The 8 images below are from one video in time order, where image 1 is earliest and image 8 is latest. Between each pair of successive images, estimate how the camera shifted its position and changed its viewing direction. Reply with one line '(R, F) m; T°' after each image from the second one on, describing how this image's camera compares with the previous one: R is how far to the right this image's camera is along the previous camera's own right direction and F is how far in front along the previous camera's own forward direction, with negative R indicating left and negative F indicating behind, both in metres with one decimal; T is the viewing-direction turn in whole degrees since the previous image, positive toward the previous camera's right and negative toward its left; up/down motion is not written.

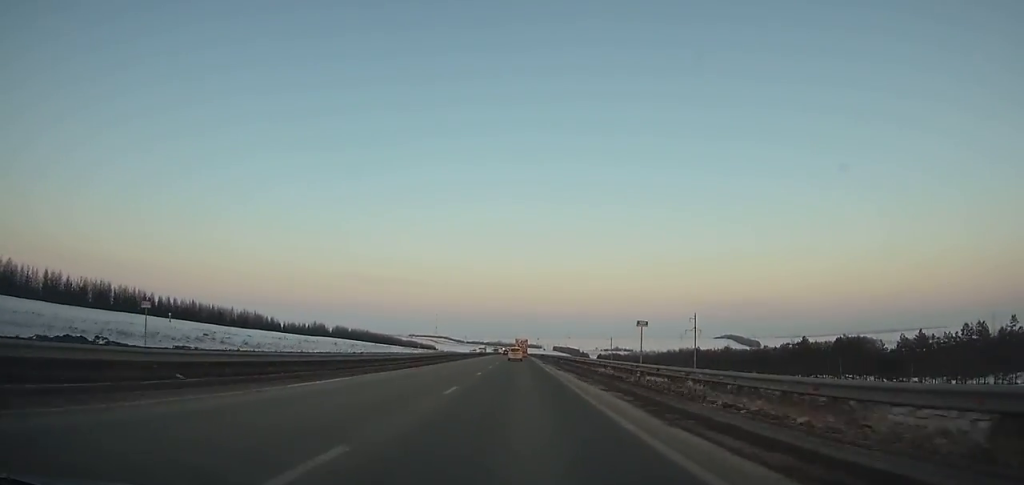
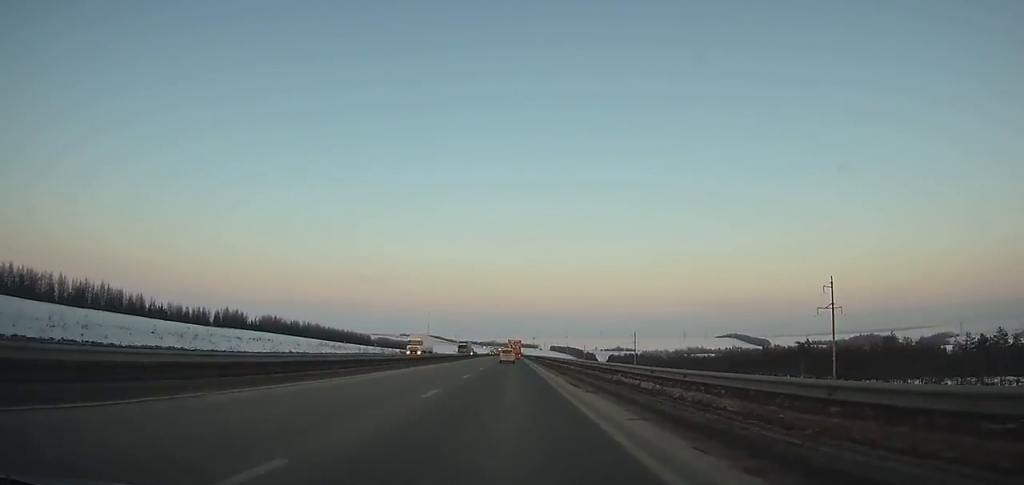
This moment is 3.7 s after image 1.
(+0.2, +97.8) m; 0°
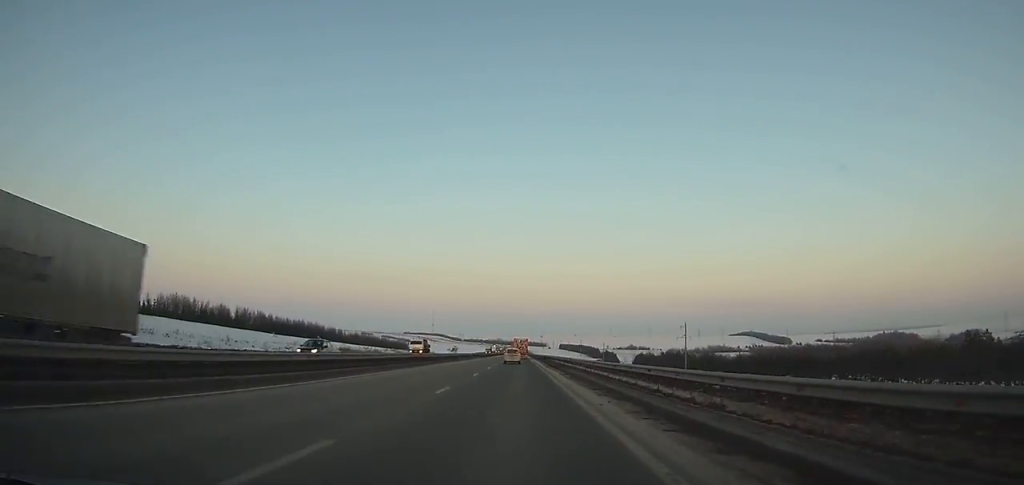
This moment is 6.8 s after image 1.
(-0.3, +81.3) m; 0°
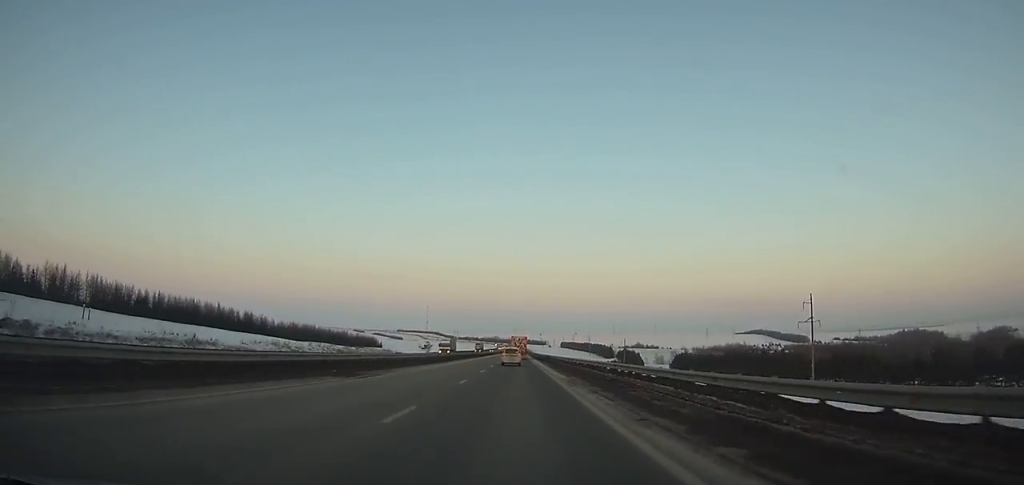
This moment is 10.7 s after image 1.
(0.0, +101.3) m; 0°
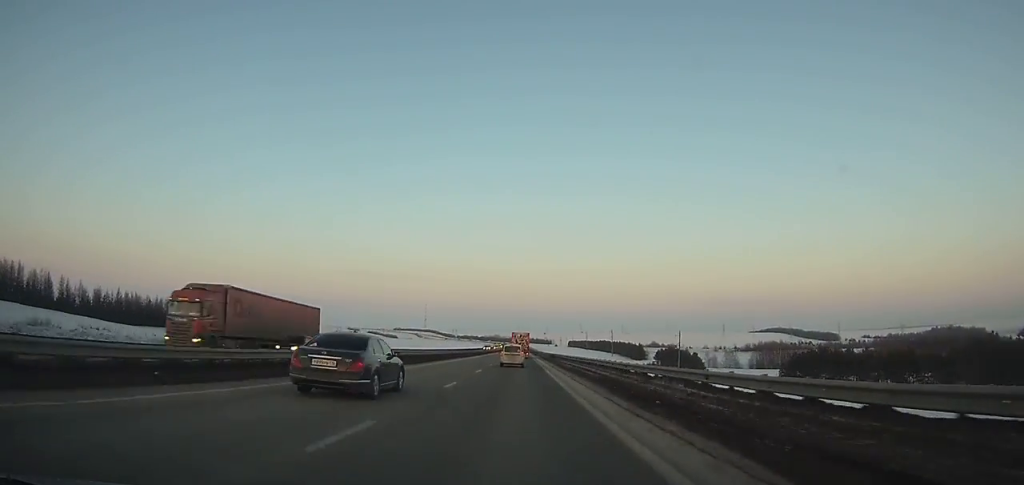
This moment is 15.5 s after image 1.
(0.0, +123.1) m; 0°
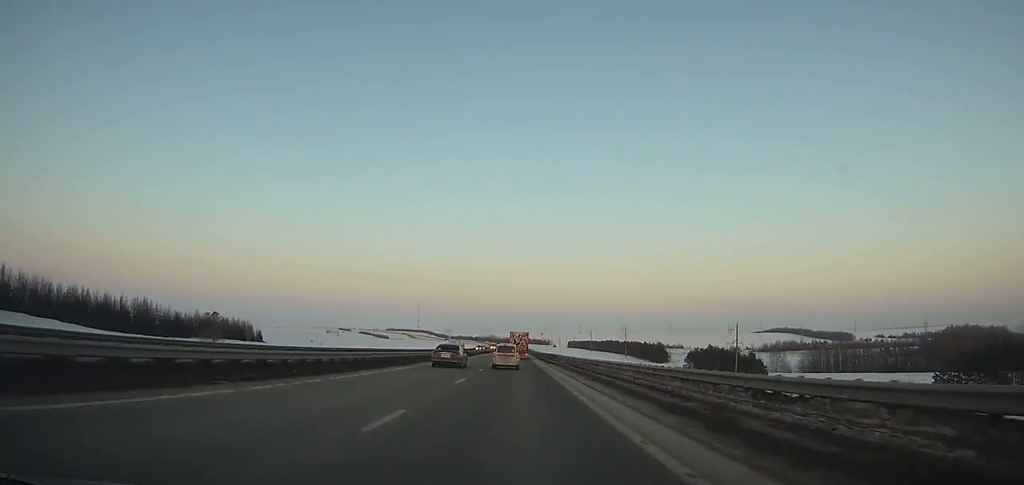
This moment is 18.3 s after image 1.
(+0.2, +71.3) m; 0°
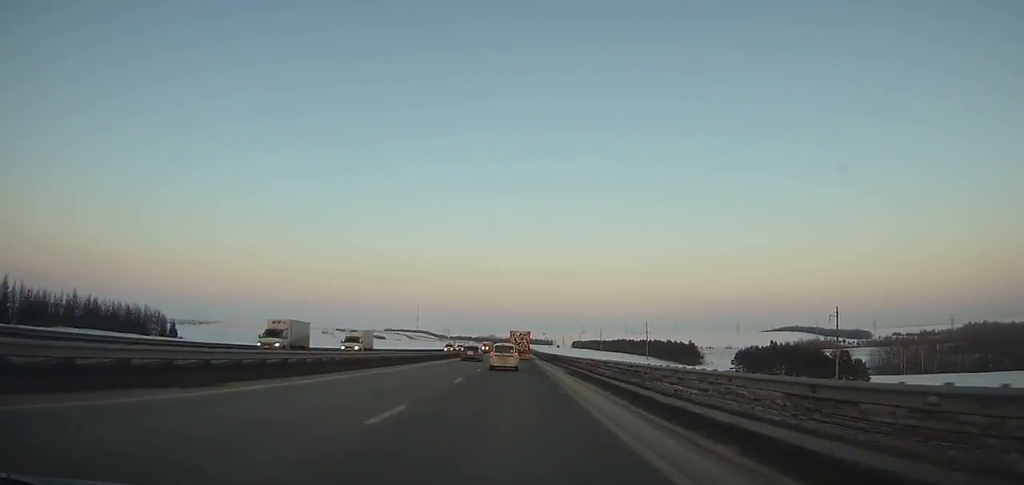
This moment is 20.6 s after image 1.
(0.0, +59.2) m; 0°
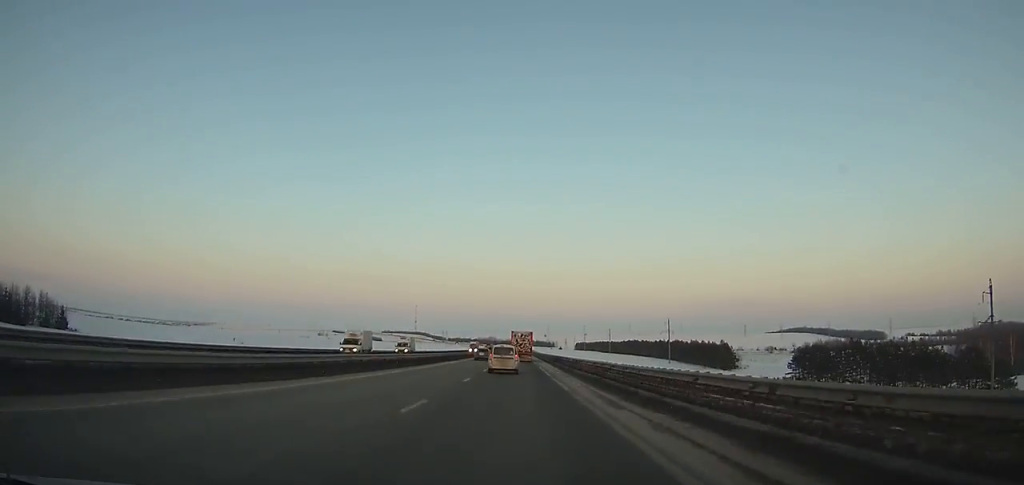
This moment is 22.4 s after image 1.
(-0.1, +46.9) m; 0°
